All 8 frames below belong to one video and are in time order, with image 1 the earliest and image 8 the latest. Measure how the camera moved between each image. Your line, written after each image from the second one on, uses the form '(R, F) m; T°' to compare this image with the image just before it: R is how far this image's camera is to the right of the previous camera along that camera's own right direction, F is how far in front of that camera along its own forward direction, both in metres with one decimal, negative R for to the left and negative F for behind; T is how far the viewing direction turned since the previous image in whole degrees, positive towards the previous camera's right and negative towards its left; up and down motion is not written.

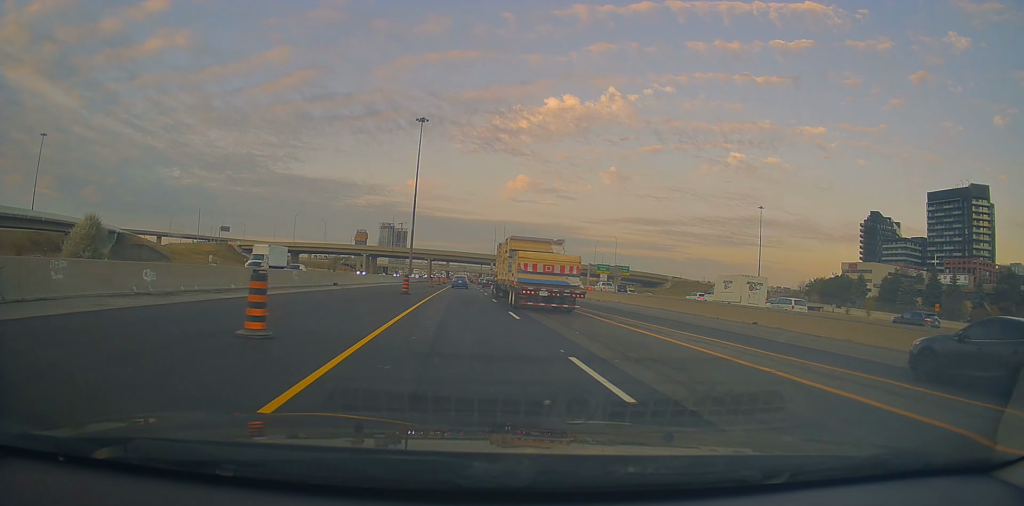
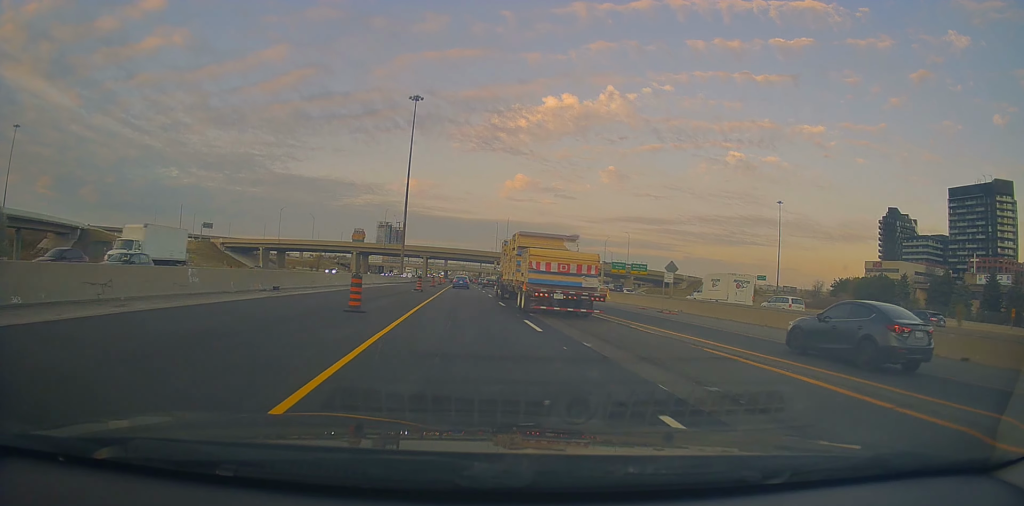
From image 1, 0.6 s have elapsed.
(0.0, +15.9) m; 0°
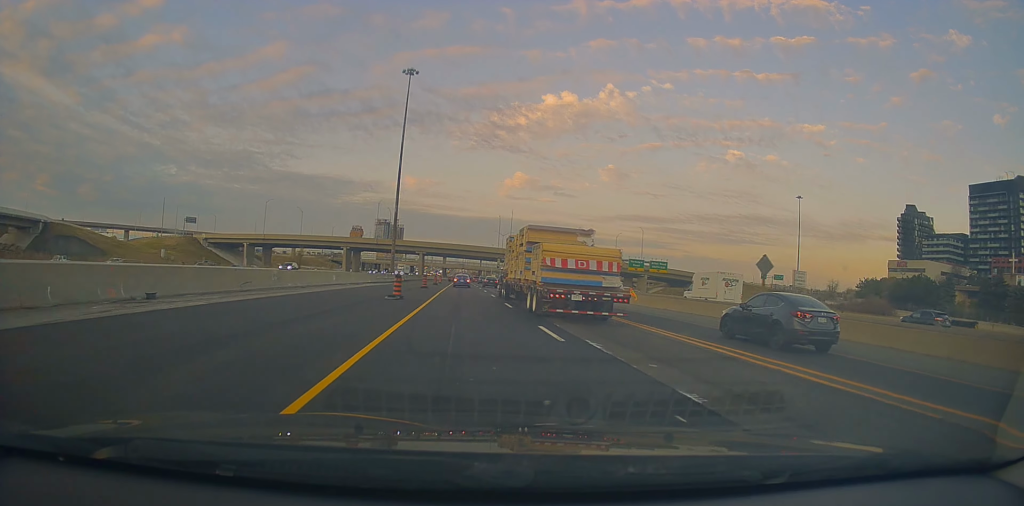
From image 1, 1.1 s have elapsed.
(0.0, +14.1) m; 0°
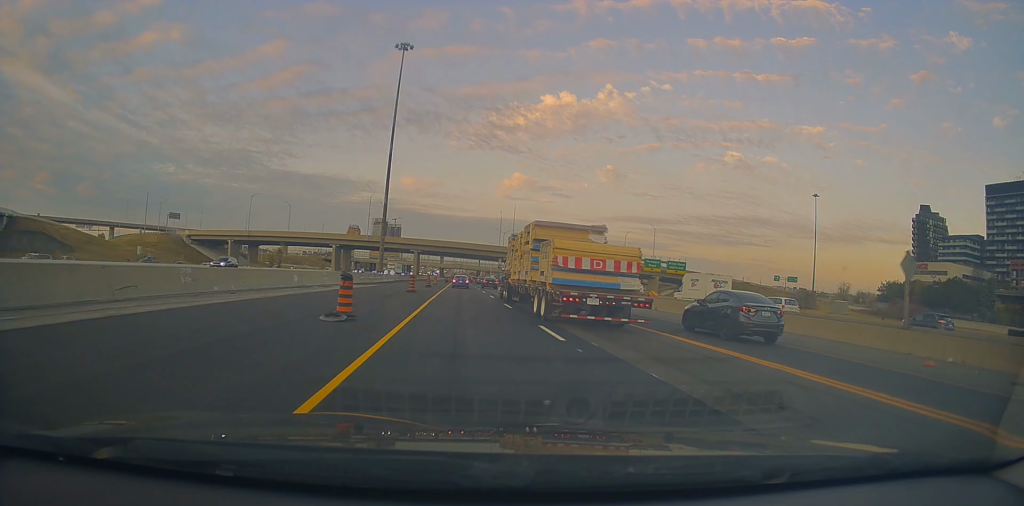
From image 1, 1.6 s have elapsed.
(0.0, +11.5) m; 0°
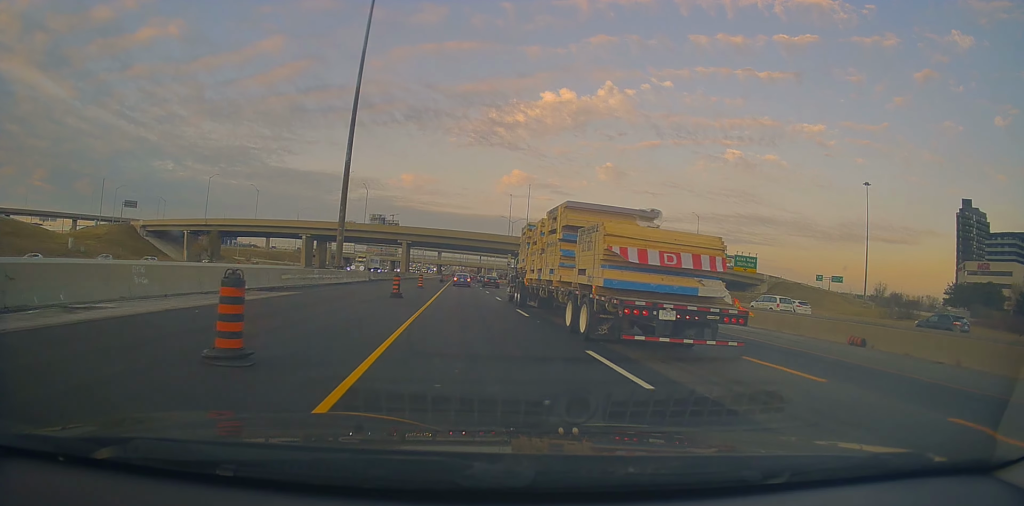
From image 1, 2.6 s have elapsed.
(0.0, +28.8) m; +1°
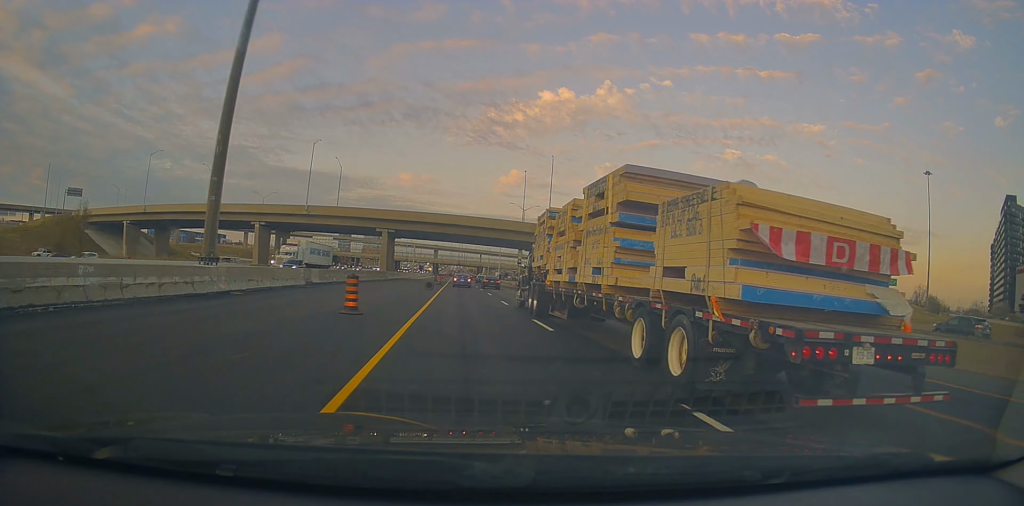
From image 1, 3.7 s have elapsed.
(+0.4, +28.5) m; +1°
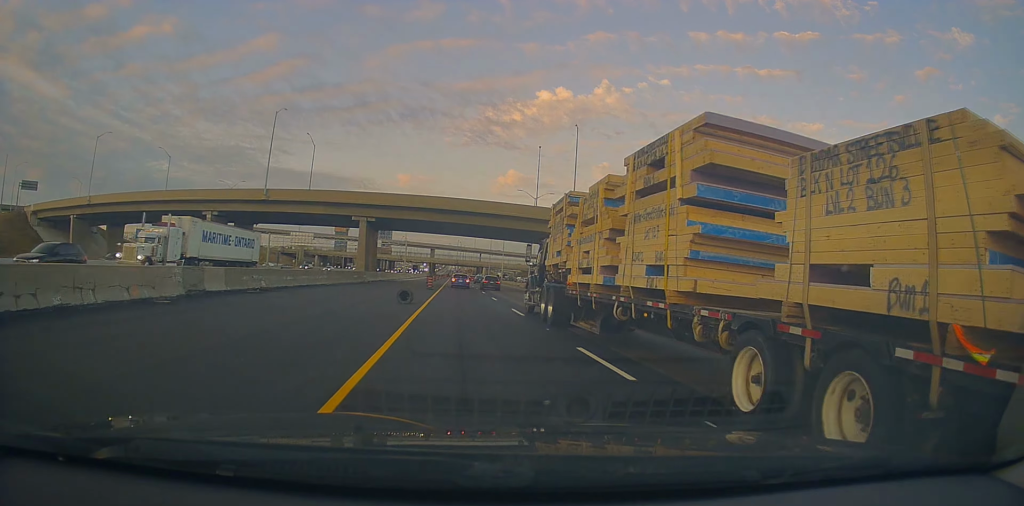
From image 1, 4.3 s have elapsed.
(+0.3, +18.6) m; 0°
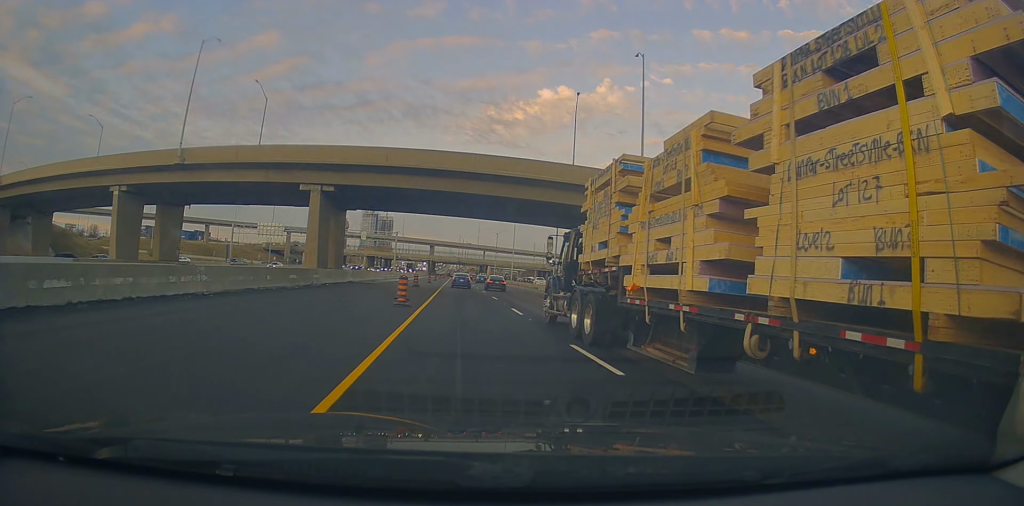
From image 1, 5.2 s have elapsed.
(-0.3, +23.3) m; -2°
